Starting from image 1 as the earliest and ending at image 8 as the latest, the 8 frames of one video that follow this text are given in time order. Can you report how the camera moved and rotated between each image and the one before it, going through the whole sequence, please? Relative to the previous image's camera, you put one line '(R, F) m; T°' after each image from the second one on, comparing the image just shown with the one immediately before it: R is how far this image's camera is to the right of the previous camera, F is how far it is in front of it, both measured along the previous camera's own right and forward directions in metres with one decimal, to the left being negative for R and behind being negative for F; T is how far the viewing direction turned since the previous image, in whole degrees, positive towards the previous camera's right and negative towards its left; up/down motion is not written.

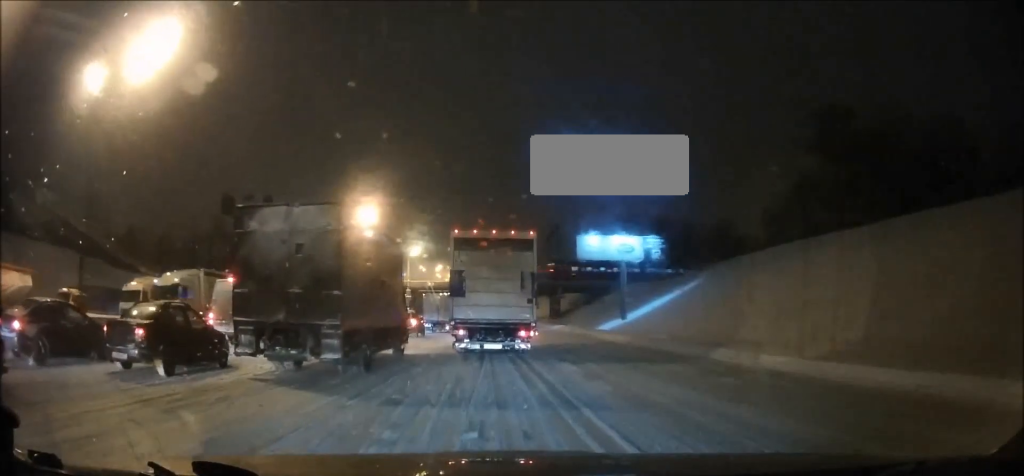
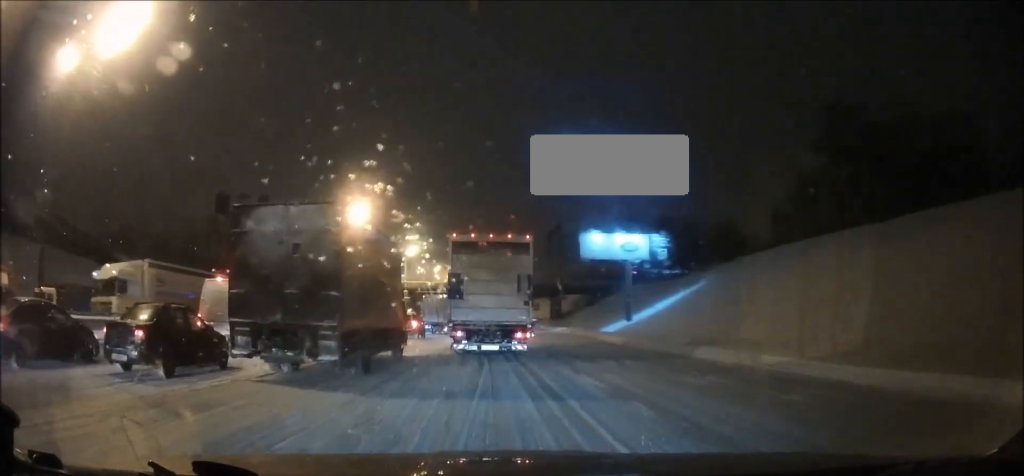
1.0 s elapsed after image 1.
(+0.1, +3.0) m; +1°
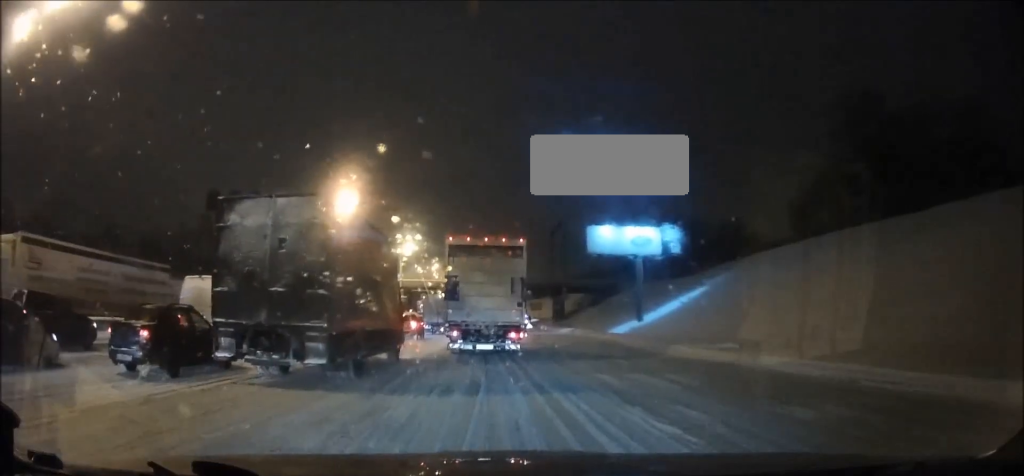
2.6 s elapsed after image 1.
(-0.3, +5.0) m; -2°
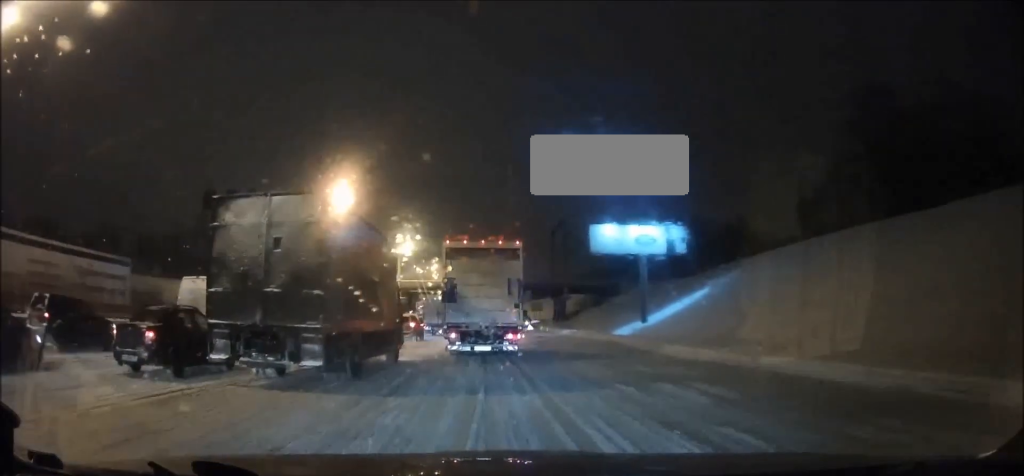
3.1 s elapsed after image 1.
(+0.1, +1.8) m; +2°
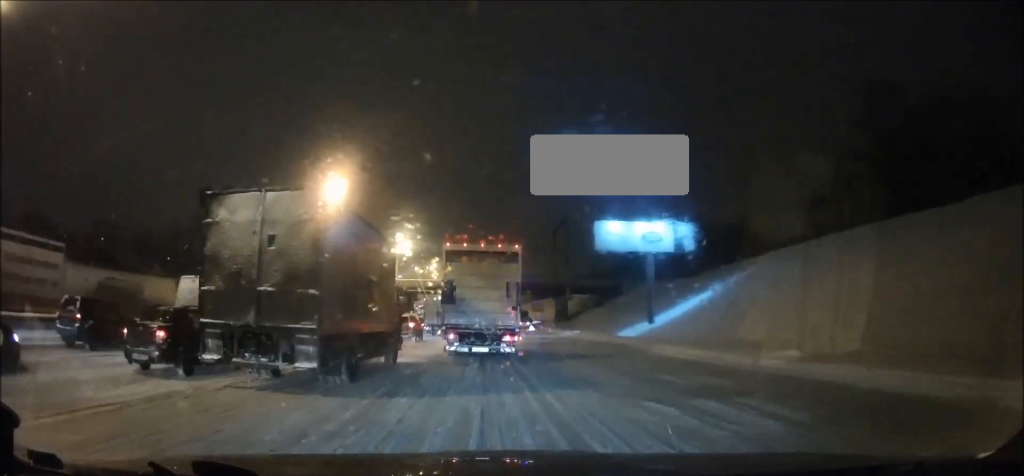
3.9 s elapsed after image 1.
(+0.1, +2.6) m; +1°
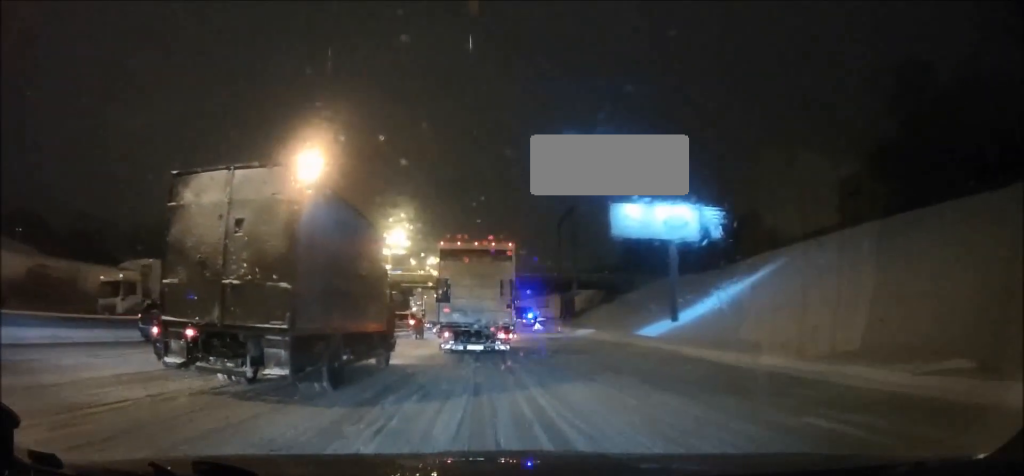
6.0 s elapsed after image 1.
(-0.4, +7.0) m; -3°
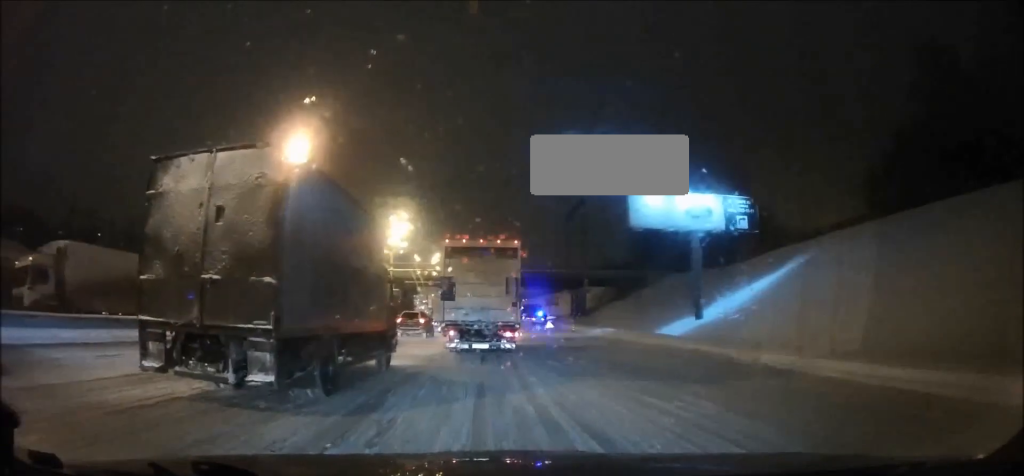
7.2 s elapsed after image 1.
(0.0, +4.0) m; 0°
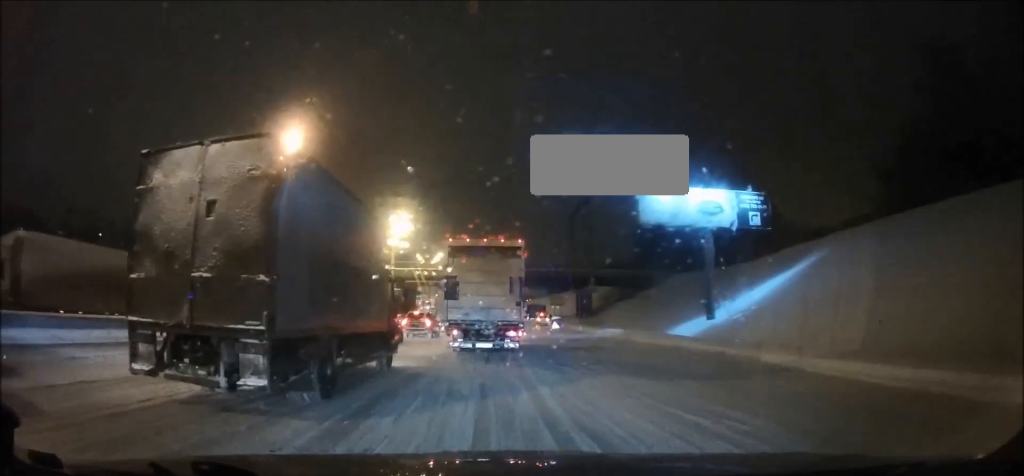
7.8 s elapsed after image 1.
(-0.1, +1.7) m; 0°
